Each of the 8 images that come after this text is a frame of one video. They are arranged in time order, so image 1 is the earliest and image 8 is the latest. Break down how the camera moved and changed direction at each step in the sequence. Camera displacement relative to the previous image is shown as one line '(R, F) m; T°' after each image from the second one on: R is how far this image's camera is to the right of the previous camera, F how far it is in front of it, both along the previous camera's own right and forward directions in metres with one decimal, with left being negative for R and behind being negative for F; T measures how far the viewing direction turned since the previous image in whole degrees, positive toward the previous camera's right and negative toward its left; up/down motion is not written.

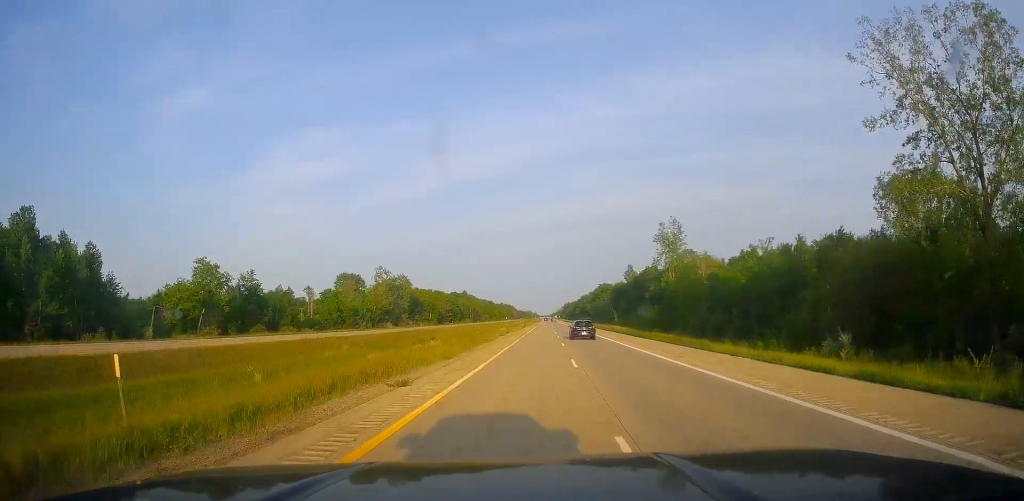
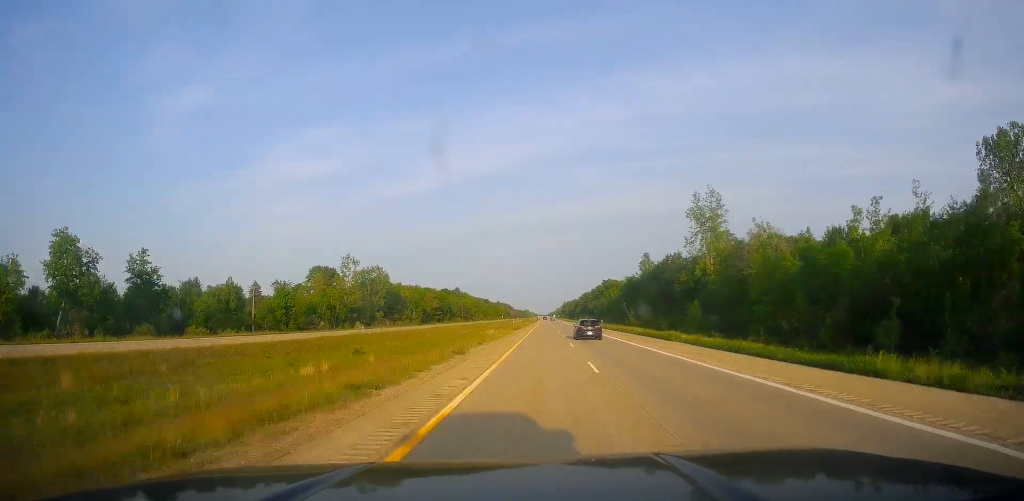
(-0.1, +32.5) m; -1°
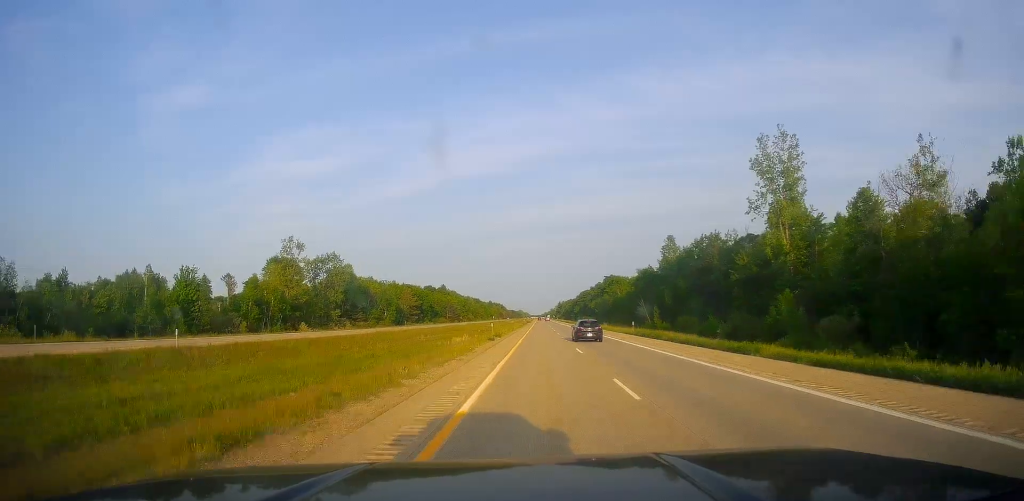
(-0.3, +36.1) m; 0°
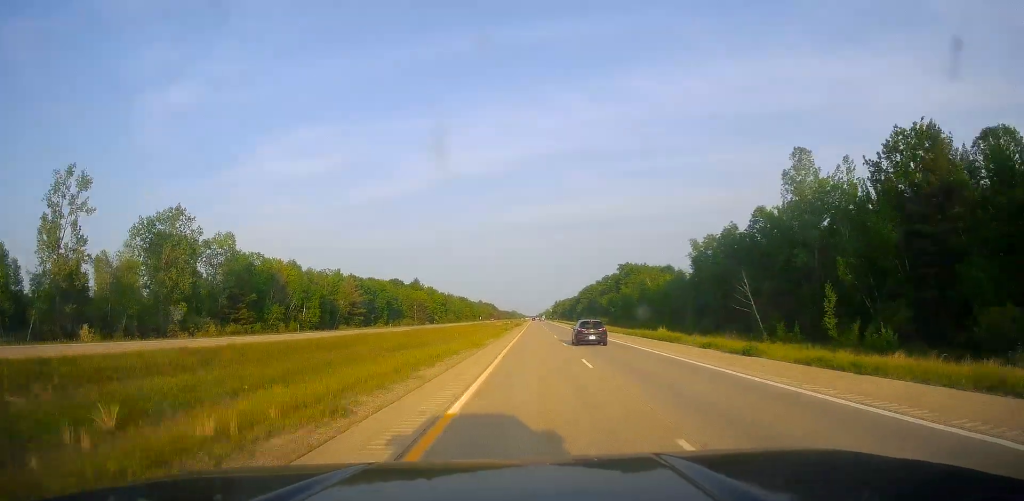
(+0.6, +68.5) m; +1°
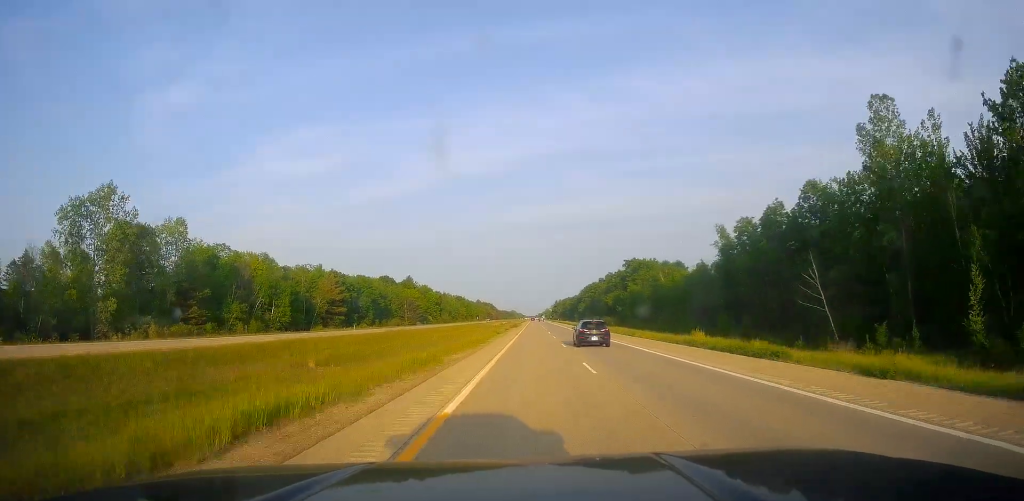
(-0.1, +16.9) m; 0°
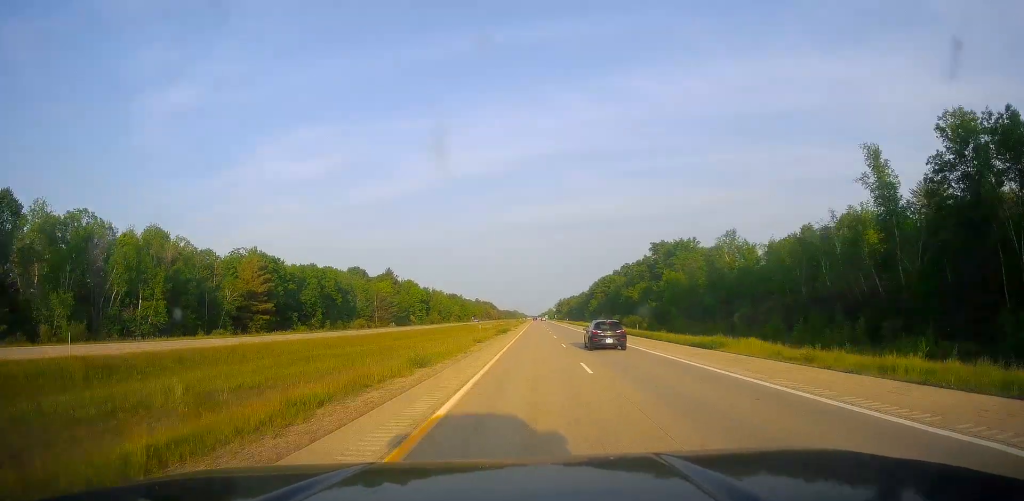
(+0.5, +45.6) m; 0°
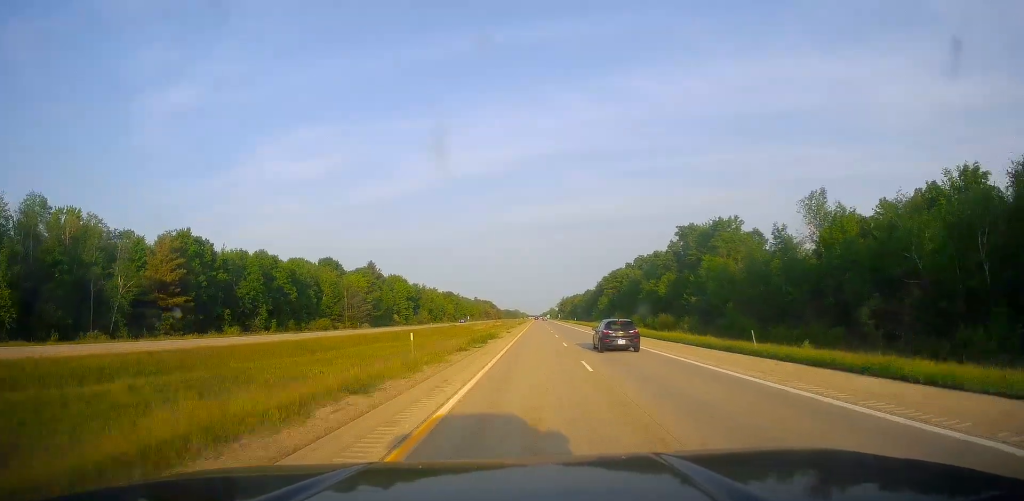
(0.0, +29.9) m; -1°
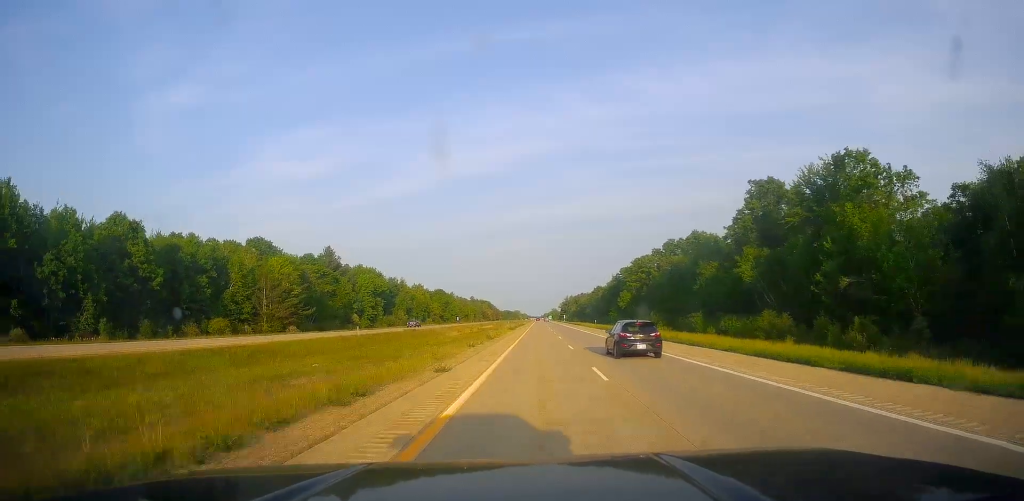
(-0.7, +47.7) m; 0°
